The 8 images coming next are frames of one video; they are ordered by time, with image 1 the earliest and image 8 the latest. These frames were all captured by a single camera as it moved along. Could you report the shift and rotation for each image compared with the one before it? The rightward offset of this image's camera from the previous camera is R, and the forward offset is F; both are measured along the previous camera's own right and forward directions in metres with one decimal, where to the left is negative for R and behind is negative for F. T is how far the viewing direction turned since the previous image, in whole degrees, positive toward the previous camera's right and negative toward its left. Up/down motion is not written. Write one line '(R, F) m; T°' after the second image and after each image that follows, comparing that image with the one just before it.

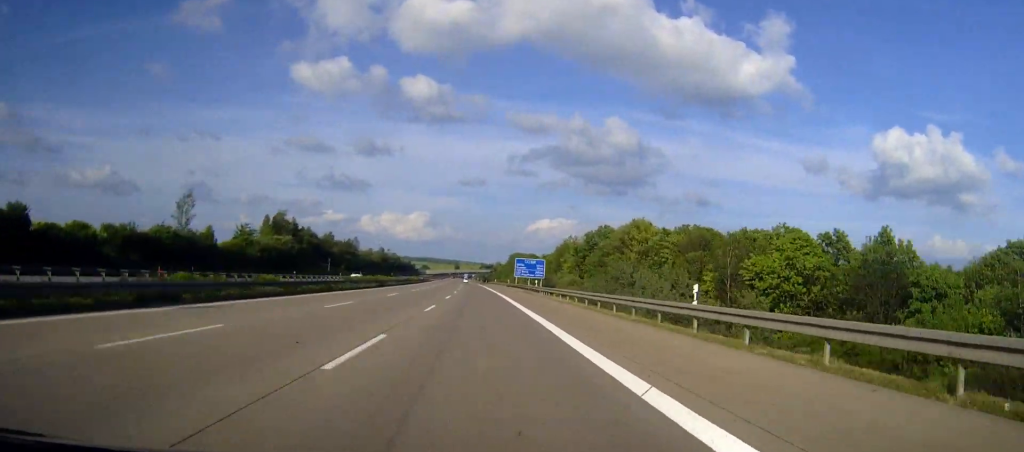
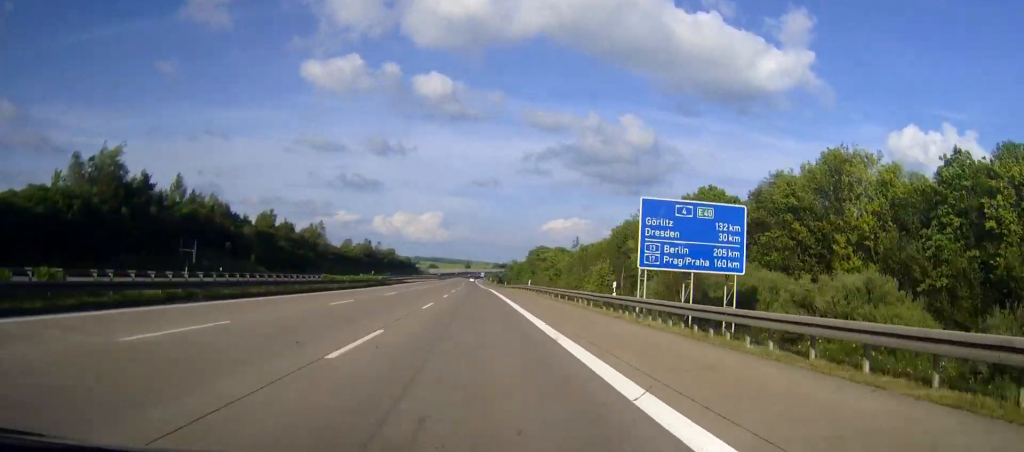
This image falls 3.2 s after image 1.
(-0.8, +88.7) m; -1°
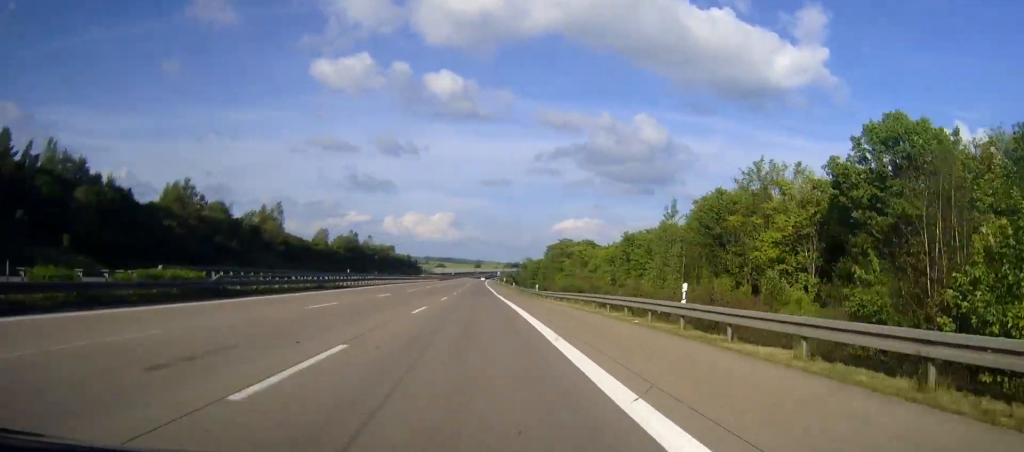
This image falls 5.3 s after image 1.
(-0.3, +58.3) m; 0°
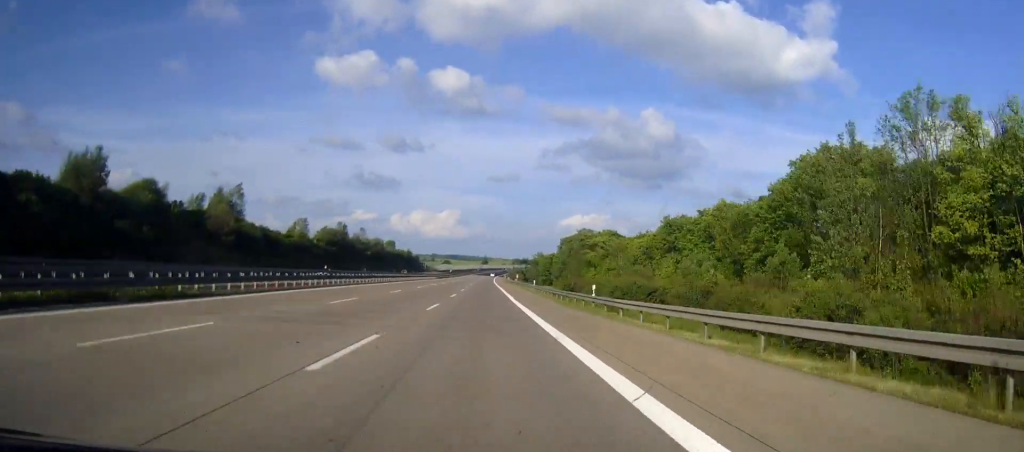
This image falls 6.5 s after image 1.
(-0.1, +33.3) m; 0°
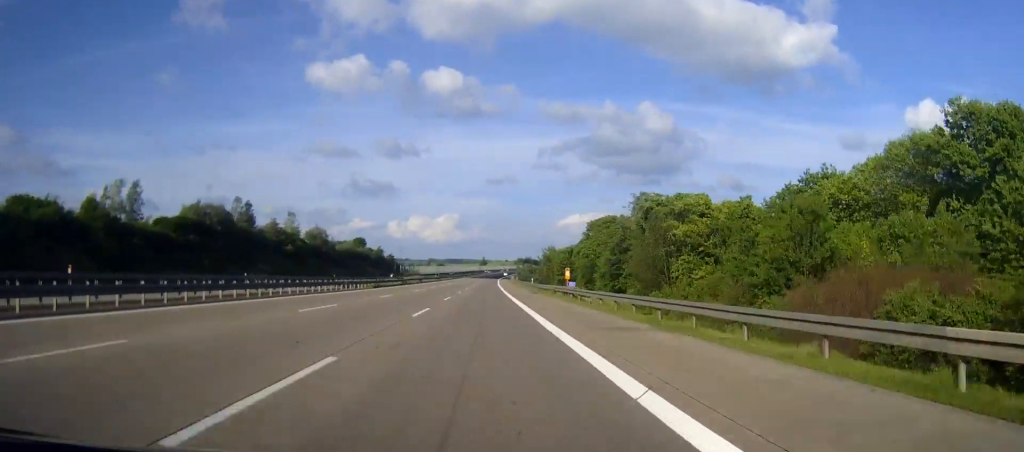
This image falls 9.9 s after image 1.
(0.0, +94.3) m; 0°
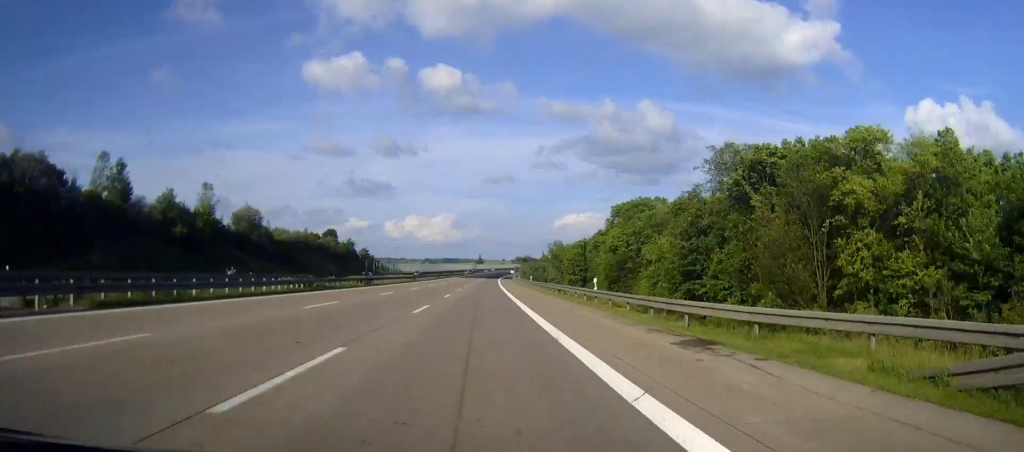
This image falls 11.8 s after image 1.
(+0.1, +52.6) m; 0°
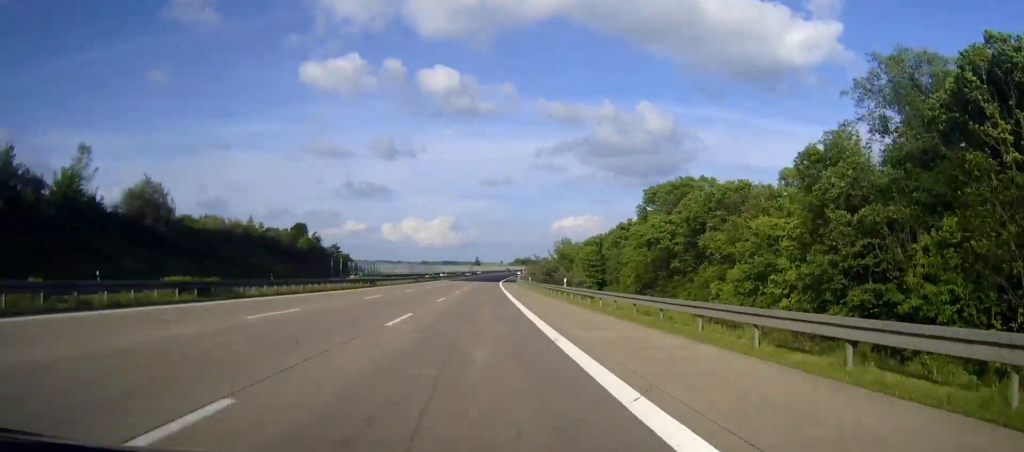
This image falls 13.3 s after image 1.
(0.0, +41.4) m; 0°
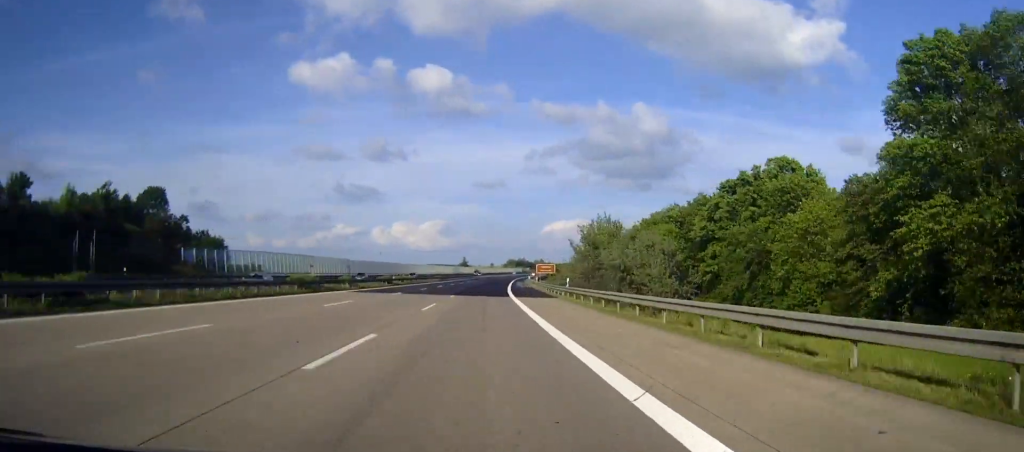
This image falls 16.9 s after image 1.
(+1.1, +99.5) m; +1°
